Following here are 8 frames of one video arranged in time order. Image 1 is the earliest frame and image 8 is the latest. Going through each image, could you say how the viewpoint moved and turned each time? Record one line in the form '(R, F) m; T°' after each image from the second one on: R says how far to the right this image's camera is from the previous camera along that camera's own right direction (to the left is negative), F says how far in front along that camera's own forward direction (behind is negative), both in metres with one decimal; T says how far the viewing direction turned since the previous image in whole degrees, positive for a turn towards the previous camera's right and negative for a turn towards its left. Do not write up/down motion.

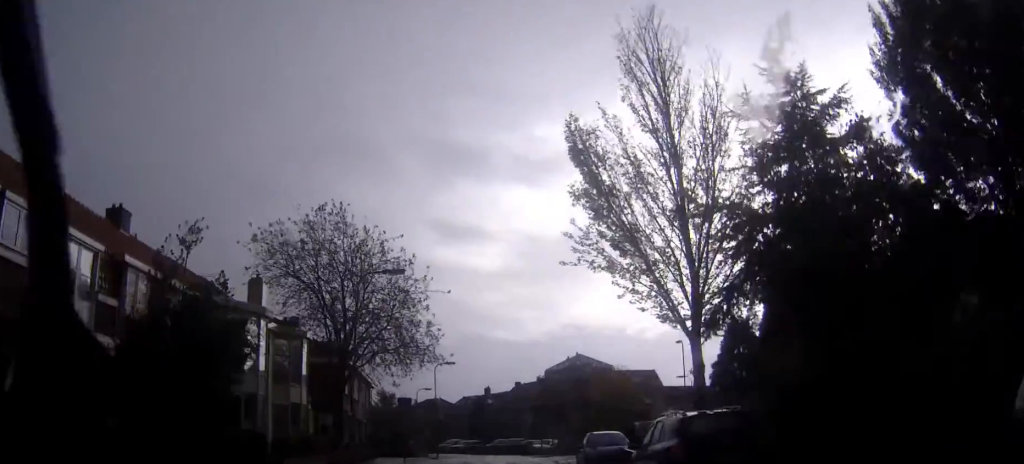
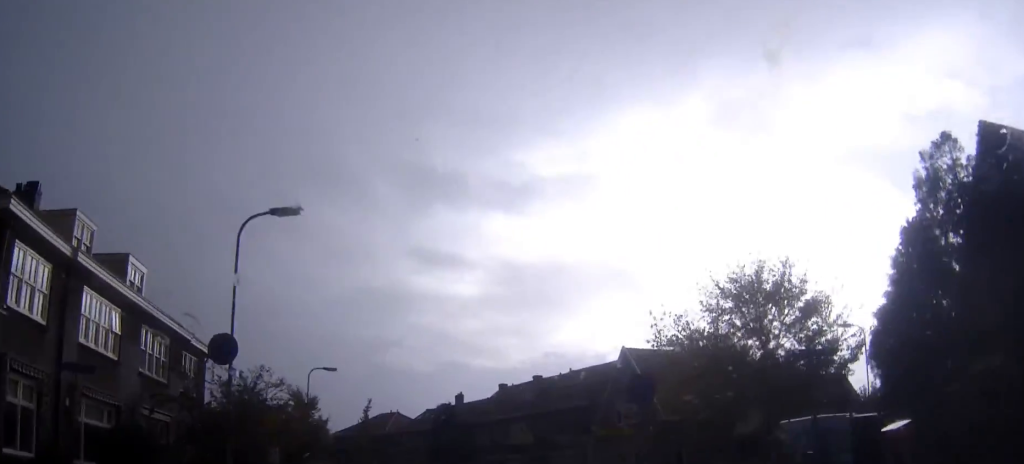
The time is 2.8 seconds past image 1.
(+0.1, +33.4) m; 0°
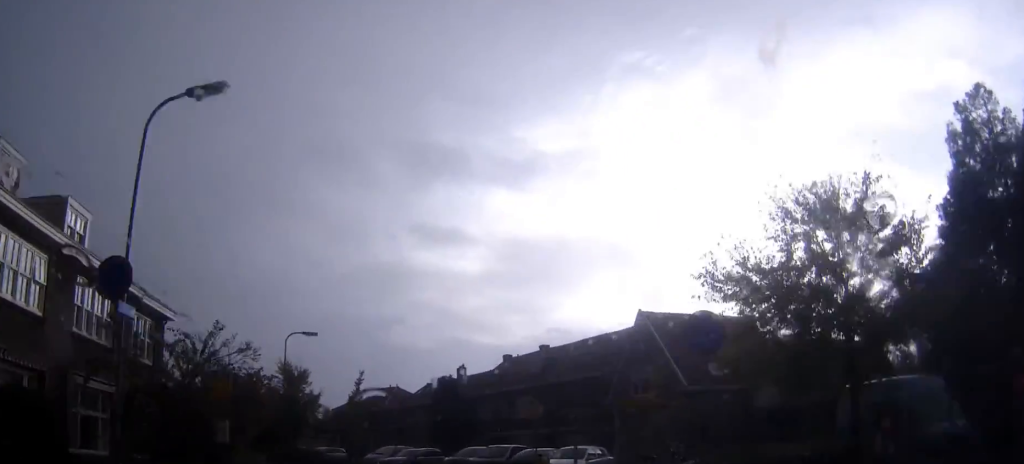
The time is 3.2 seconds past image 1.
(0.0, +4.4) m; -1°
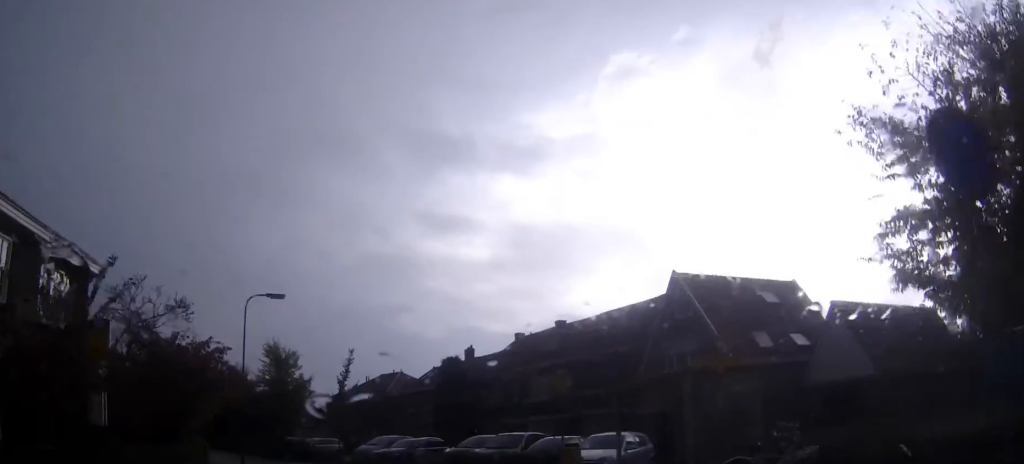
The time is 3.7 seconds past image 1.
(0.0, +6.2) m; -1°
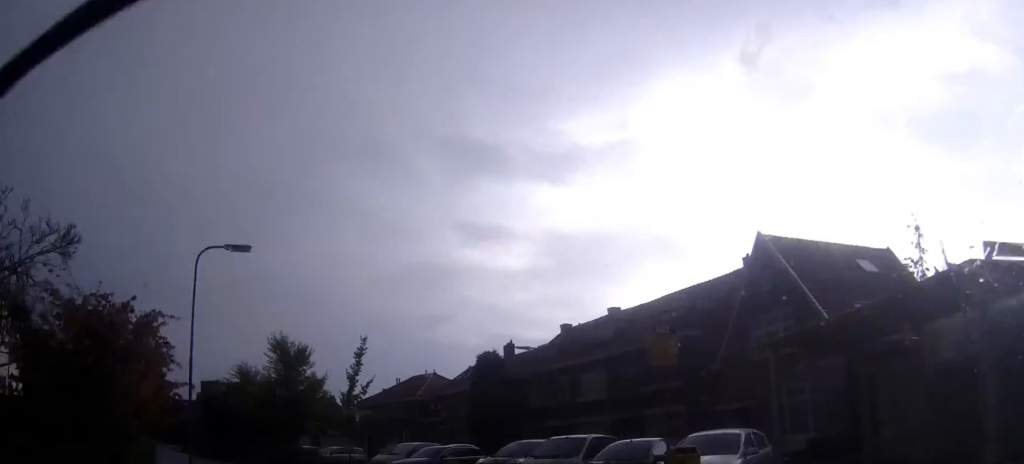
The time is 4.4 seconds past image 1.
(-0.2, +7.4) m; -4°
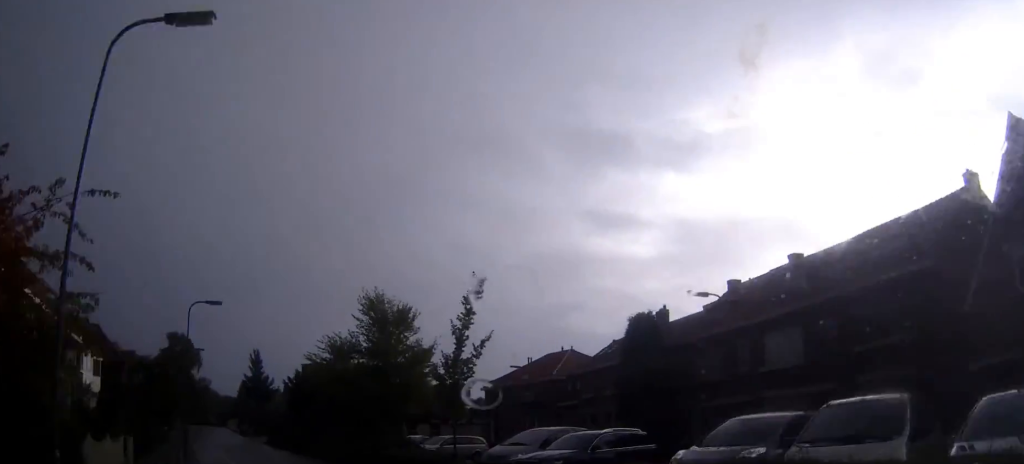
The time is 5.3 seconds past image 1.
(-0.5, +10.4) m; -8°
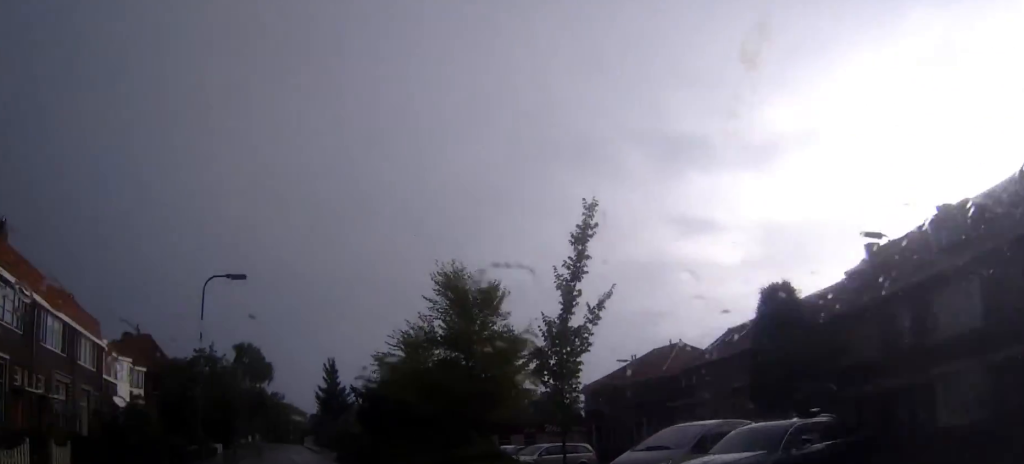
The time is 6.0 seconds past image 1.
(-0.2, +7.2) m; -7°
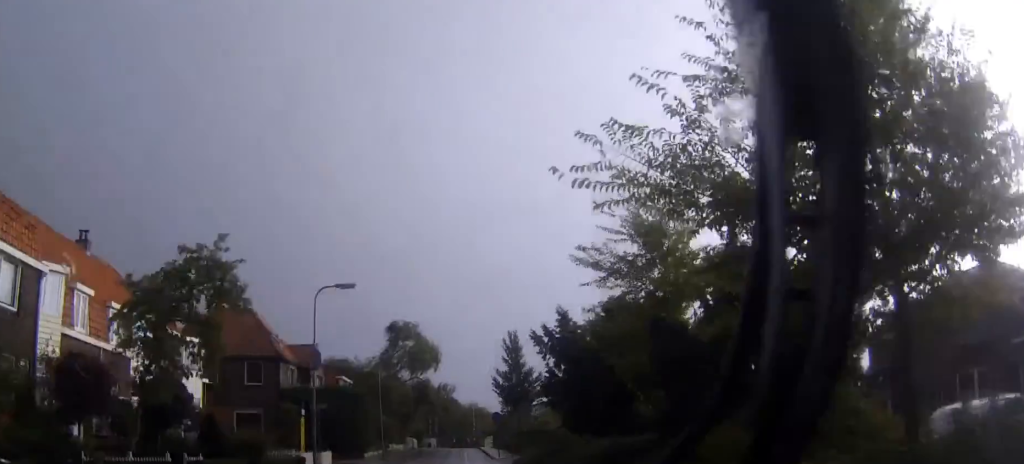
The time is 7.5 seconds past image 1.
(-3.0, +19.2) m; -14°
